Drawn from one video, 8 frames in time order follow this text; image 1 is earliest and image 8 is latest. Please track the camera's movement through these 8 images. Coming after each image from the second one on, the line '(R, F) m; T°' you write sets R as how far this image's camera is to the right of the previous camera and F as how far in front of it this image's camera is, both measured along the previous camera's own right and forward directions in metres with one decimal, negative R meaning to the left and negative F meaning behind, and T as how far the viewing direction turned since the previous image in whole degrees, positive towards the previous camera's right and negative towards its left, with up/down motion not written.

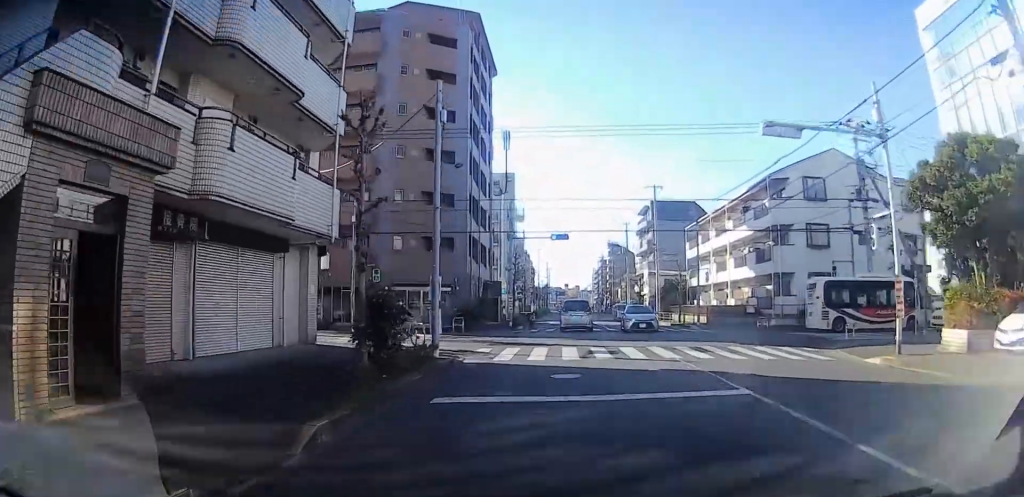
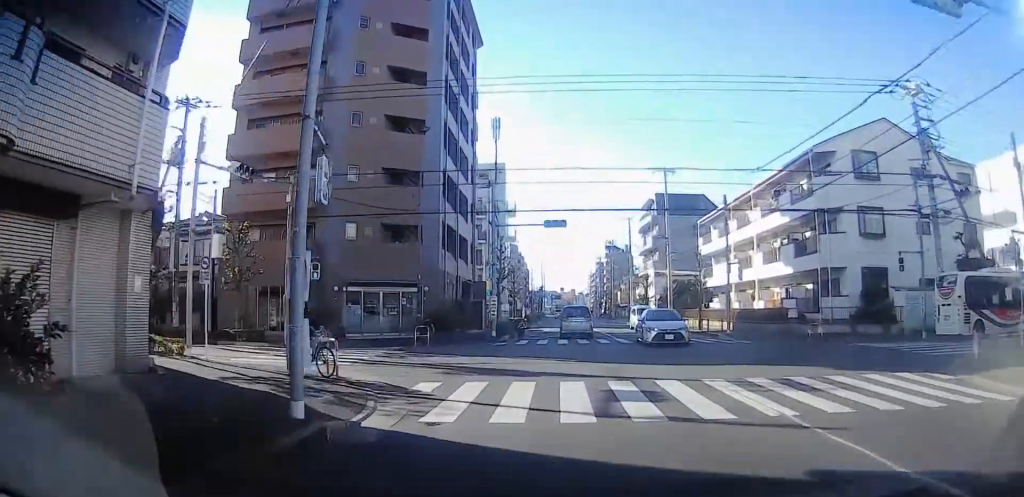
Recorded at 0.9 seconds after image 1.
(0.0, +7.4) m; 0°
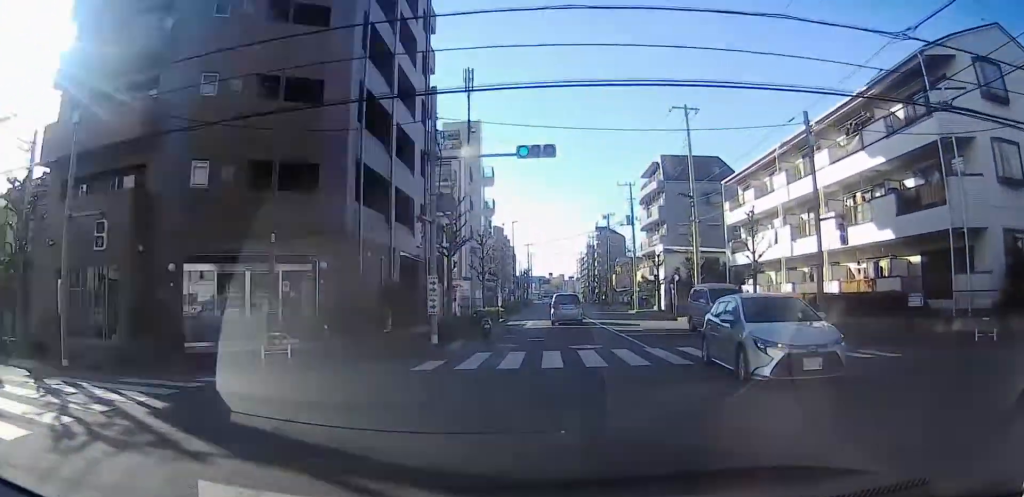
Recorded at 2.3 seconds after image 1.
(+0.1, +11.4) m; +2°
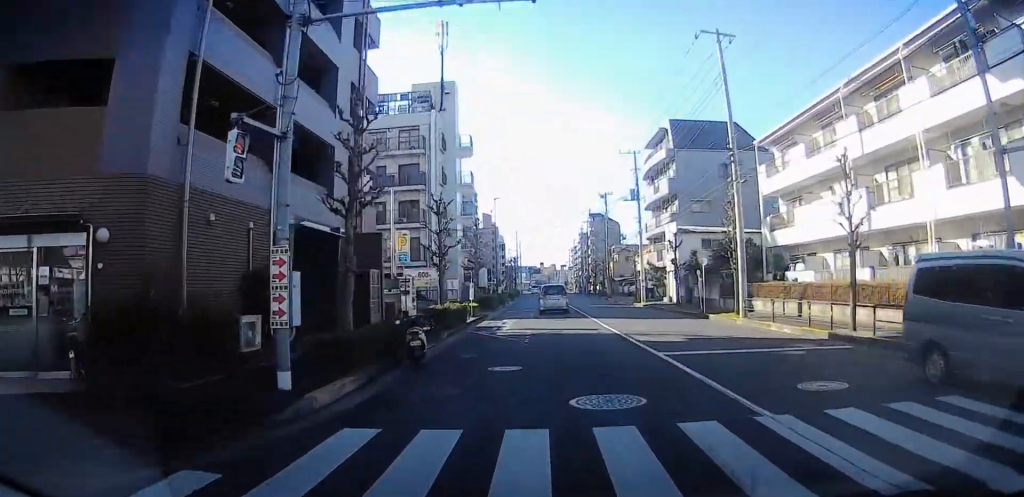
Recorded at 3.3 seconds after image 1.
(+0.3, +9.5) m; +5°
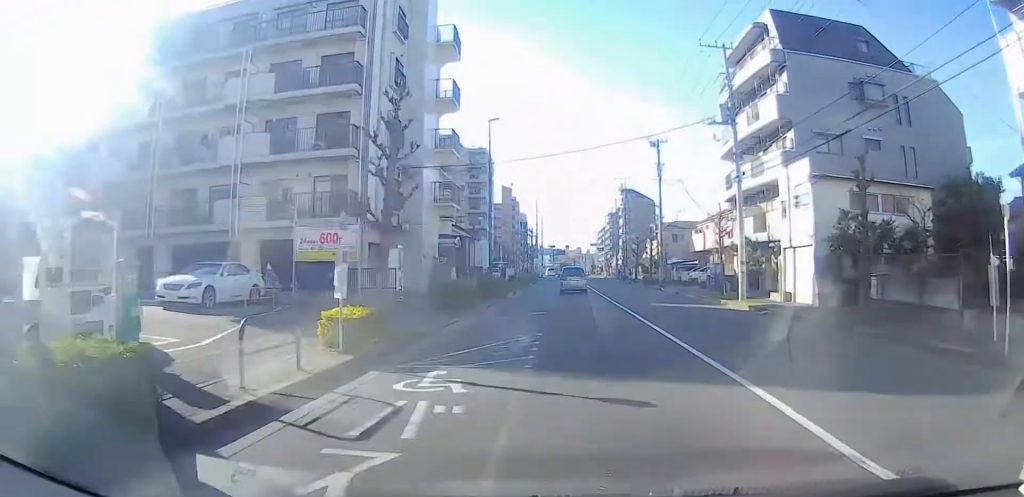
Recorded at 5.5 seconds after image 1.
(0.0, +19.7) m; -4°
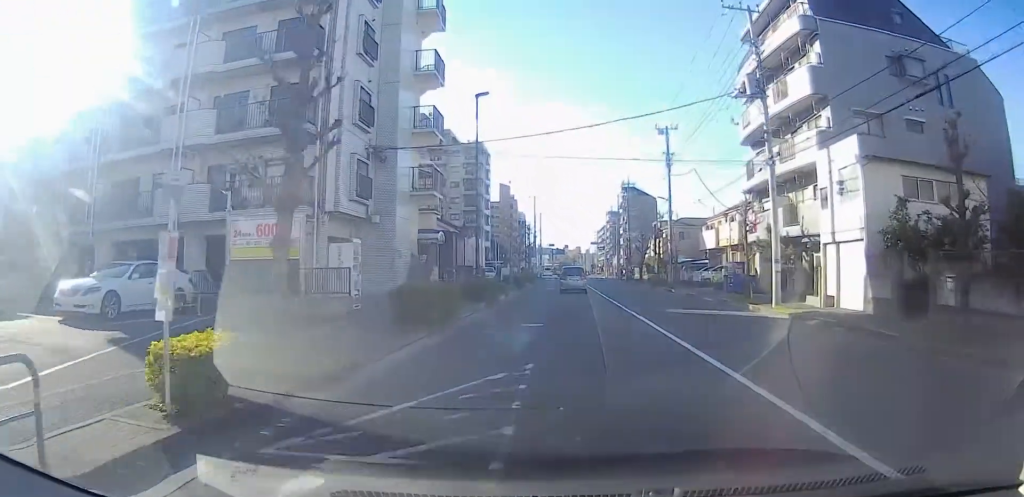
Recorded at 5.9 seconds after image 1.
(-0.2, +4.4) m; -2°
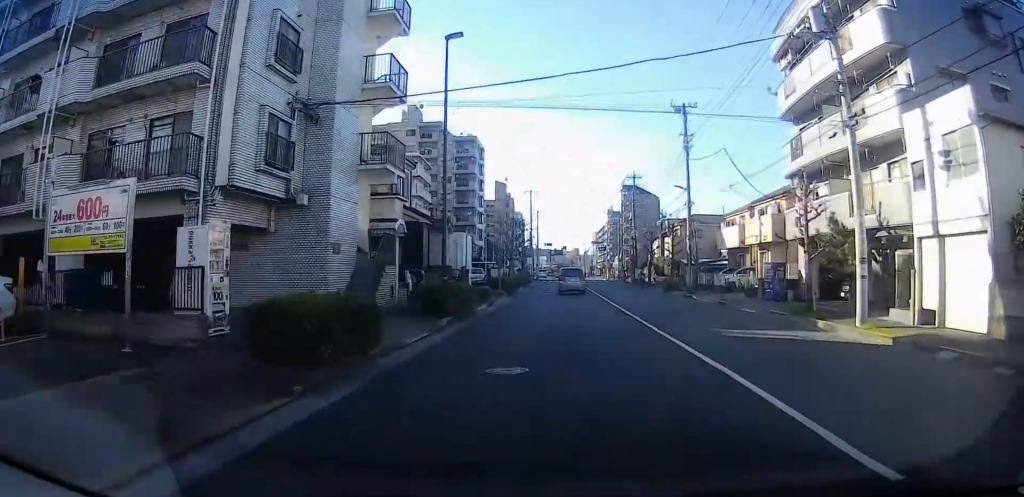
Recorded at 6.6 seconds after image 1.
(0.0, +7.7) m; +2°
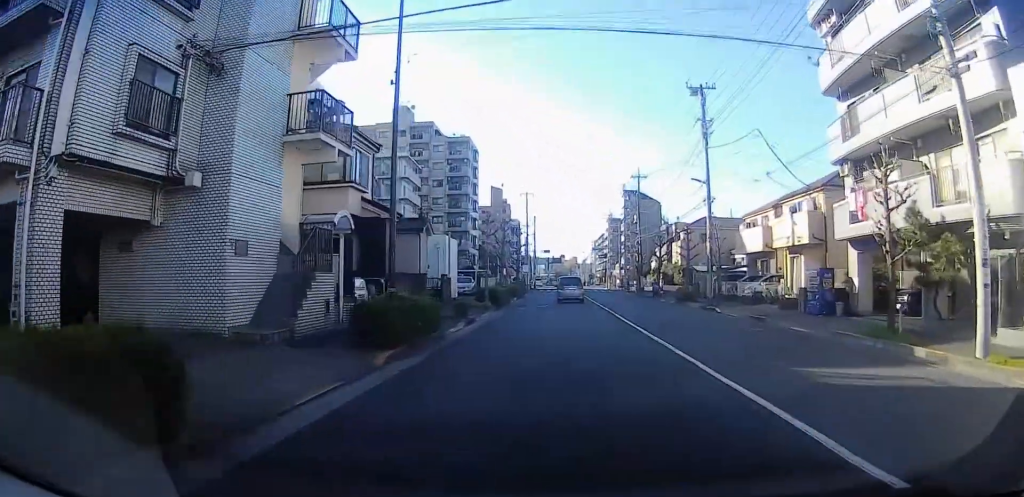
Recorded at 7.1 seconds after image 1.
(-0.1, +6.3) m; +2°
